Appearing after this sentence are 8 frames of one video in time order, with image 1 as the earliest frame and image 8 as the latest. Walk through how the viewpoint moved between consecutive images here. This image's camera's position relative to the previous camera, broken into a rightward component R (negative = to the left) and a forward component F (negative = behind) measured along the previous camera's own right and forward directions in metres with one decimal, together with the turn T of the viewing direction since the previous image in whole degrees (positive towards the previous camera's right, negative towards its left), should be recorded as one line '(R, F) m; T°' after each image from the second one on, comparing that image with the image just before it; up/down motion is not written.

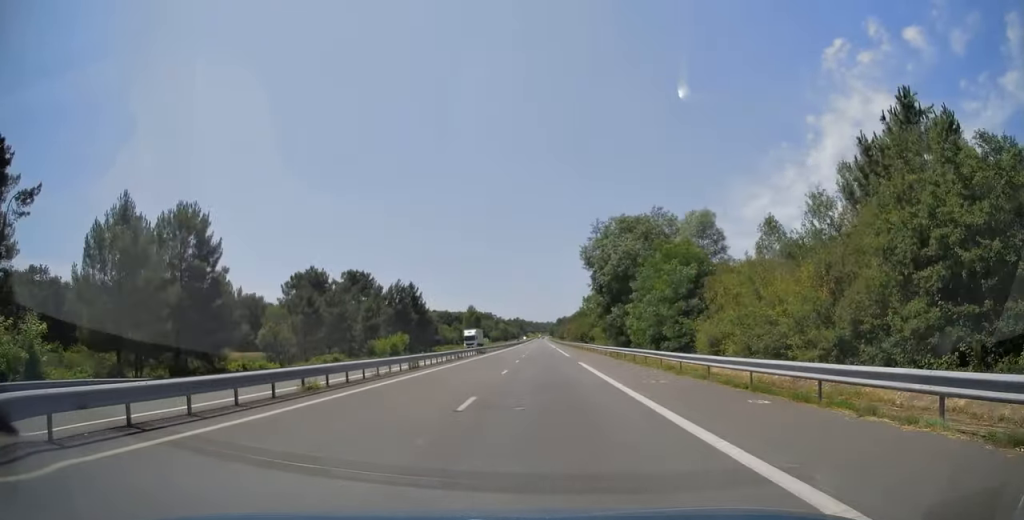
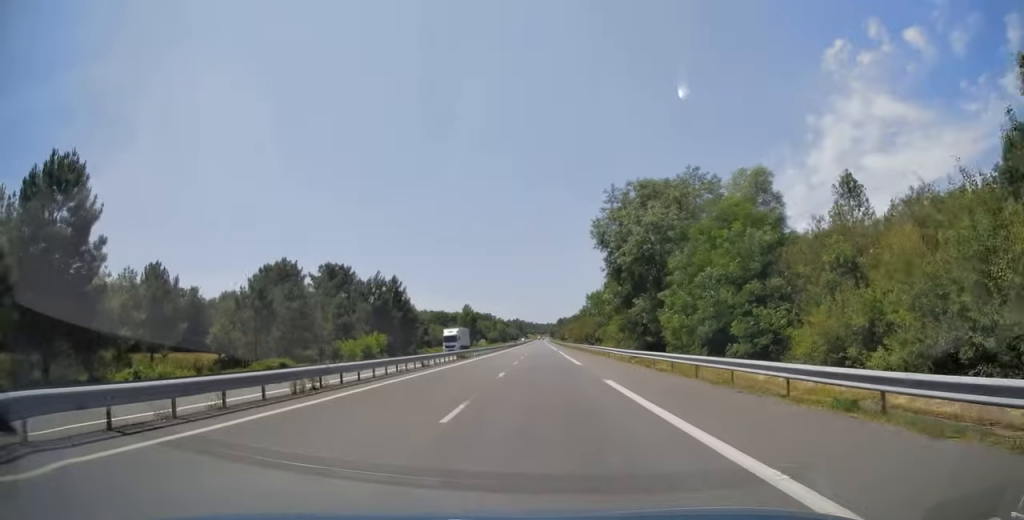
(-0.1, +14.4) m; 0°
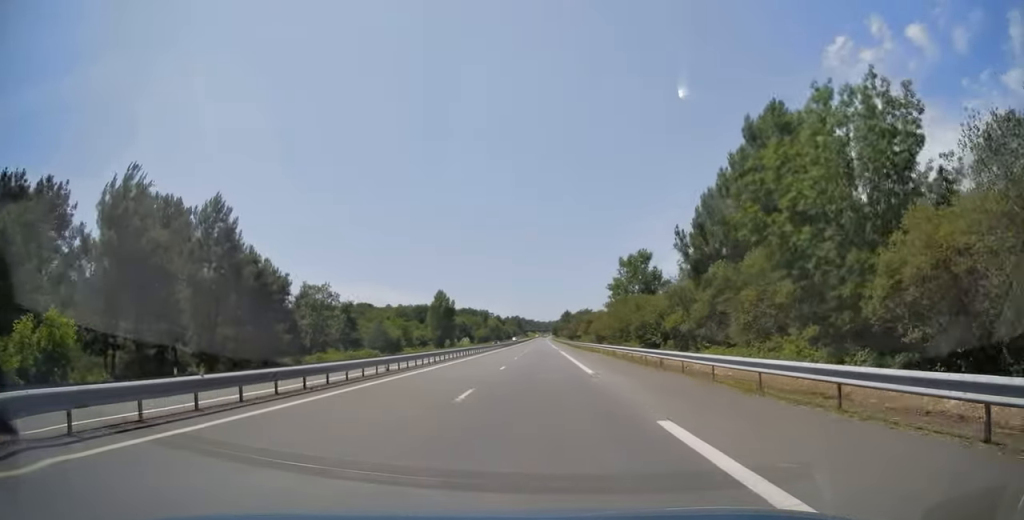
(+0.1, +62.6) m; 0°
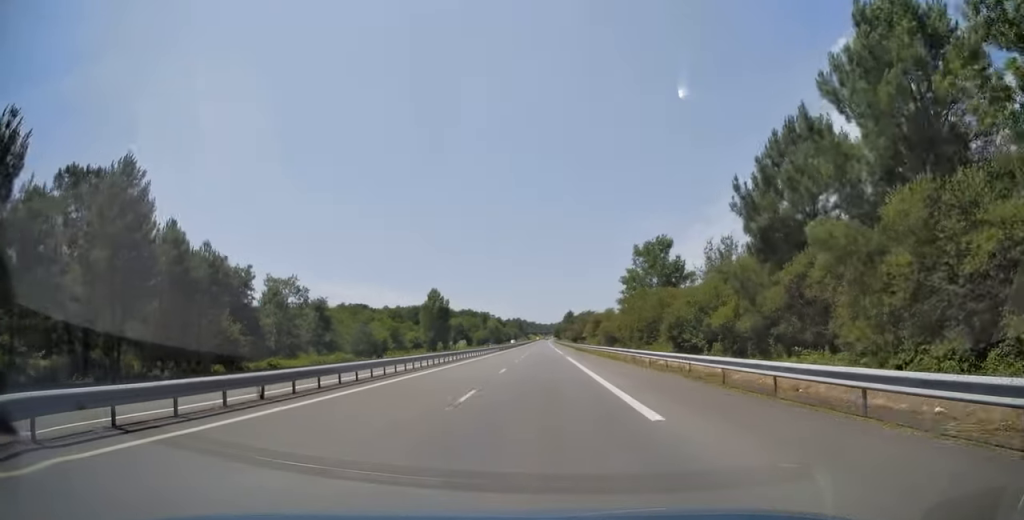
(0.0, +12.9) m; 0°
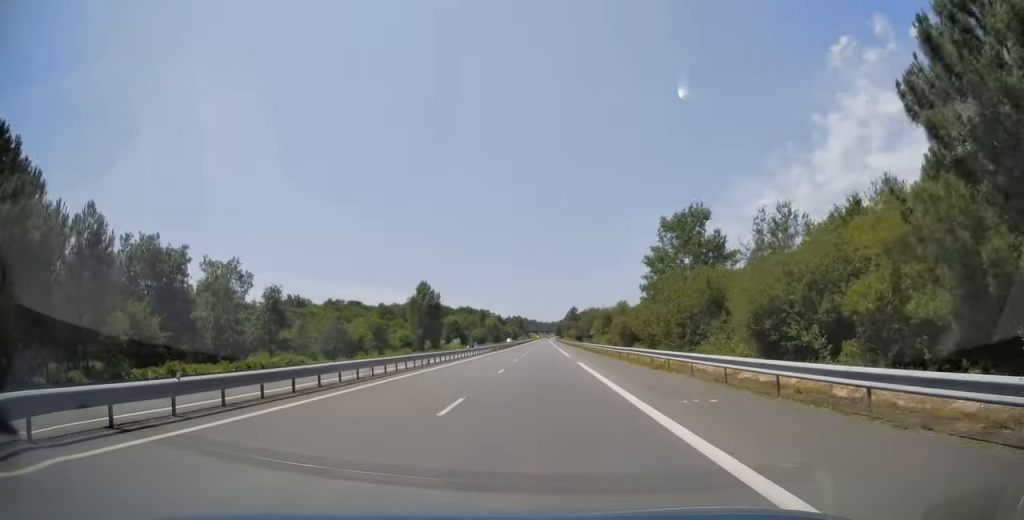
(0.0, +16.1) m; 0°
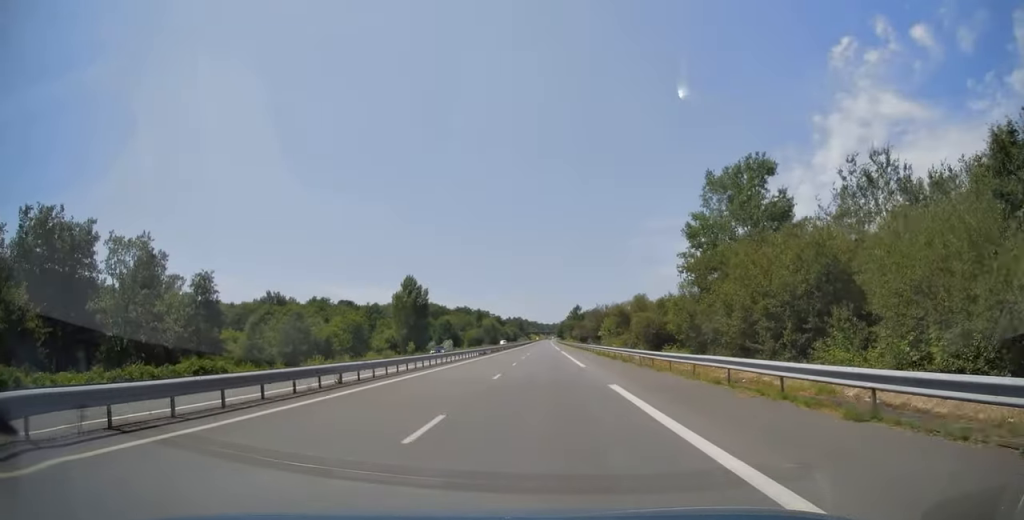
(0.0, +16.1) m; 0°
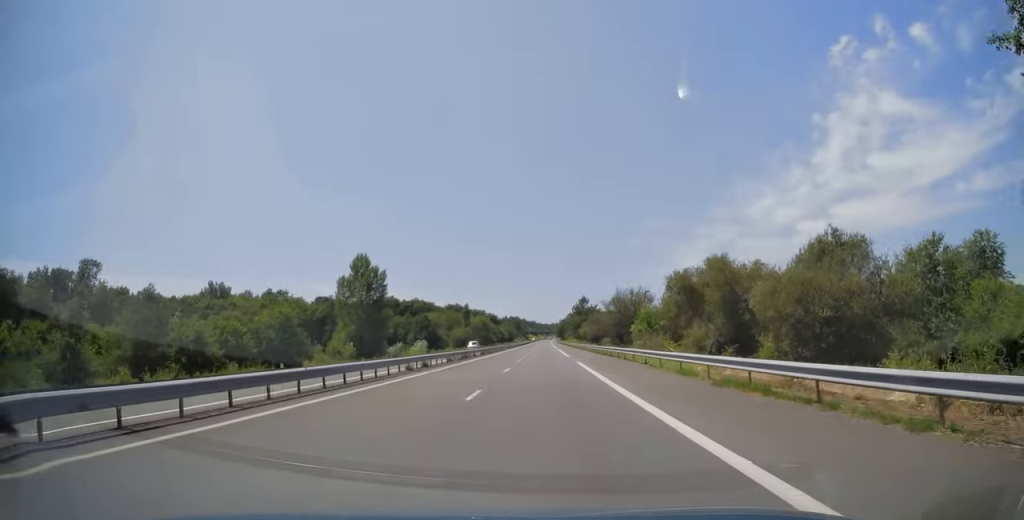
(0.0, +33.8) m; 0°
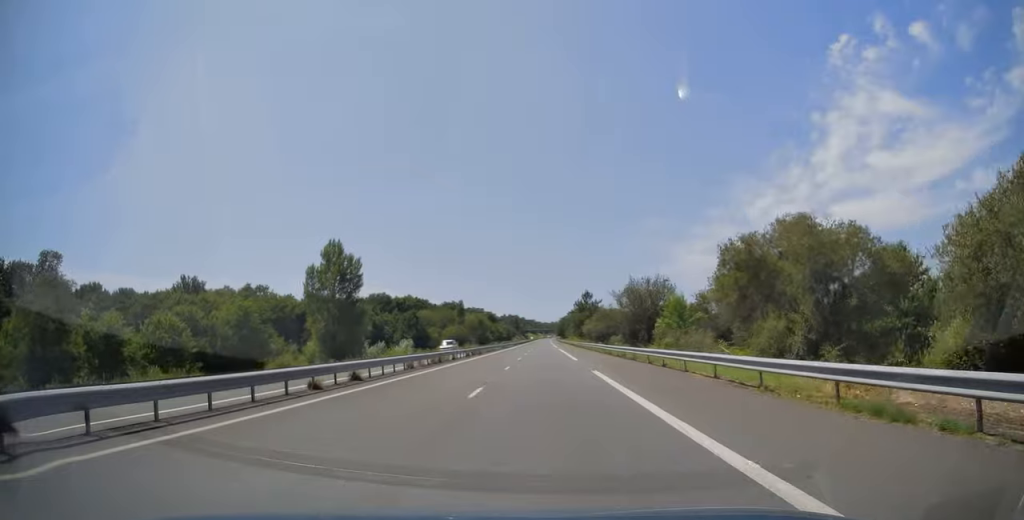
(0.0, +12.9) m; 0°
